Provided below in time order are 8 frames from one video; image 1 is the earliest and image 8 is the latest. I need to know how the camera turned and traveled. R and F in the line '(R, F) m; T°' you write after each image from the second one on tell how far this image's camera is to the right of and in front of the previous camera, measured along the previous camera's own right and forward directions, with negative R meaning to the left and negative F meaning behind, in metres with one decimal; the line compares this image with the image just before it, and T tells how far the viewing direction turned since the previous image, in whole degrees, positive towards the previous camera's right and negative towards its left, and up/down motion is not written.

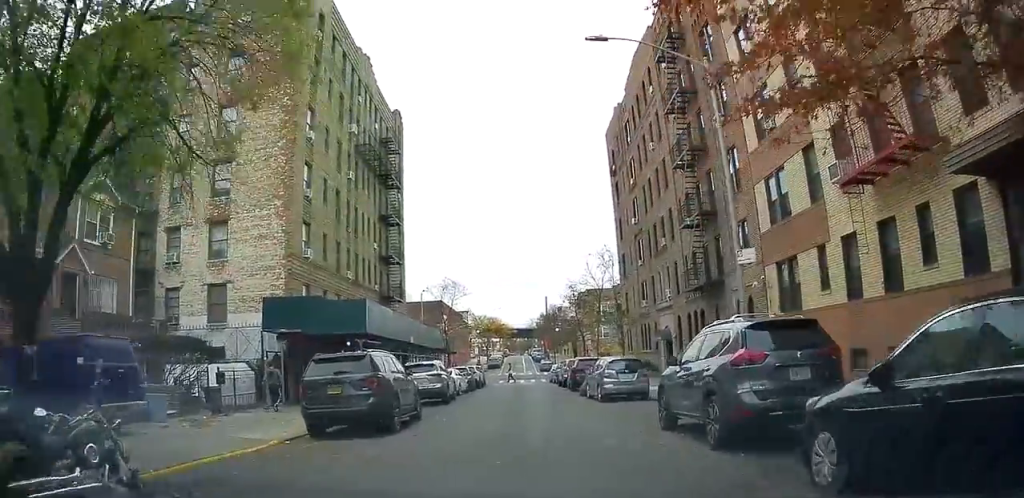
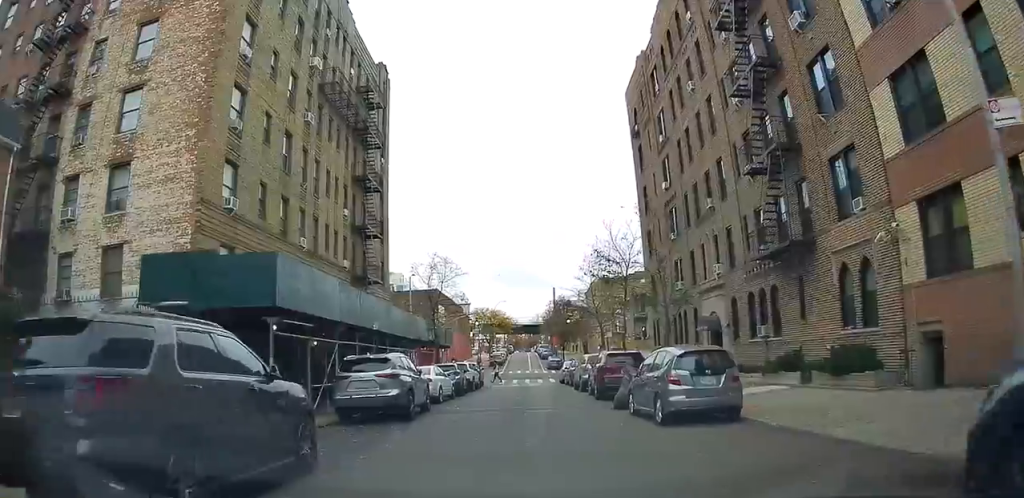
(-0.2, +8.2) m; 0°
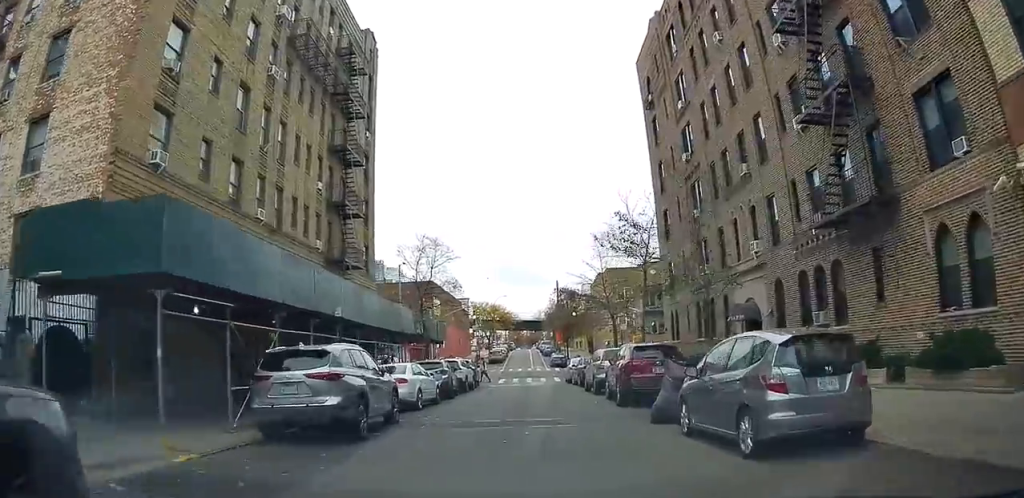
(0.0, +4.5) m; +1°
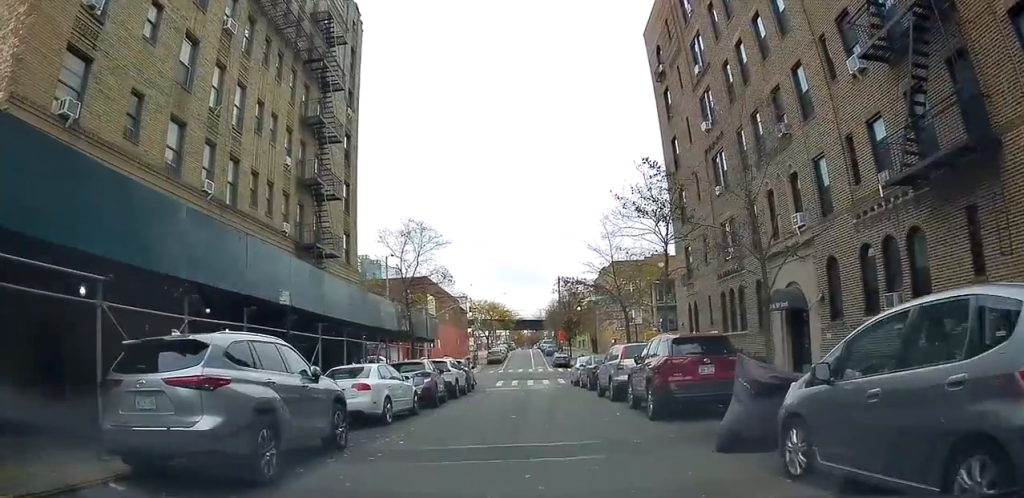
(+0.1, +3.9) m; +2°
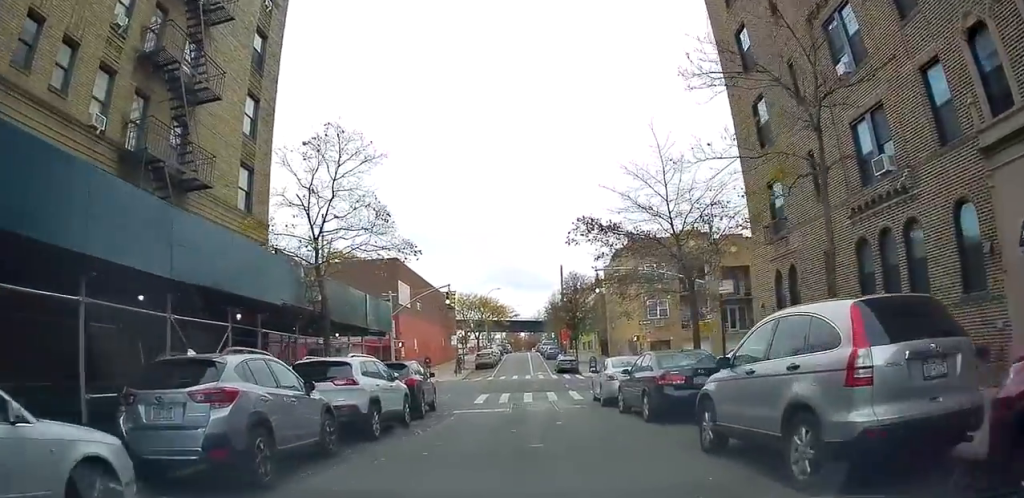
(+0.2, +11.1) m; -2°
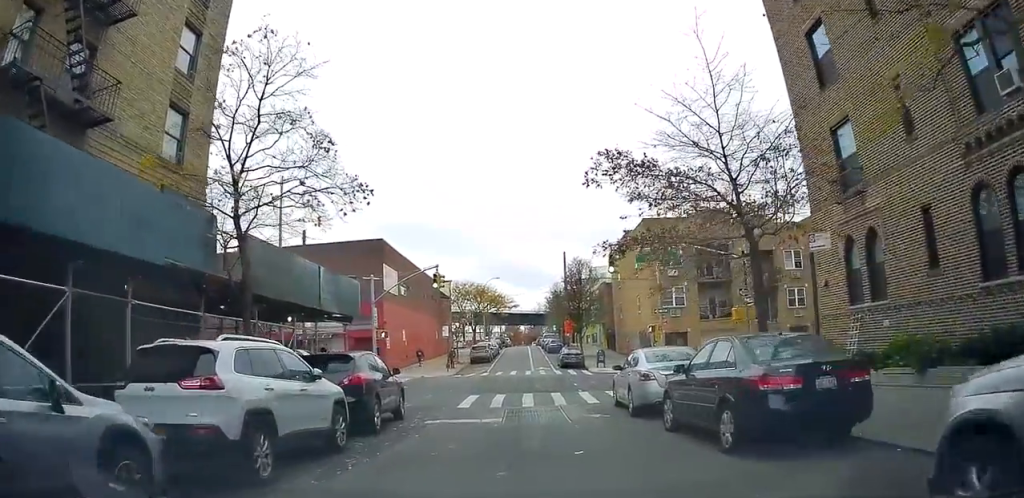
(-0.2, +4.2) m; -3°
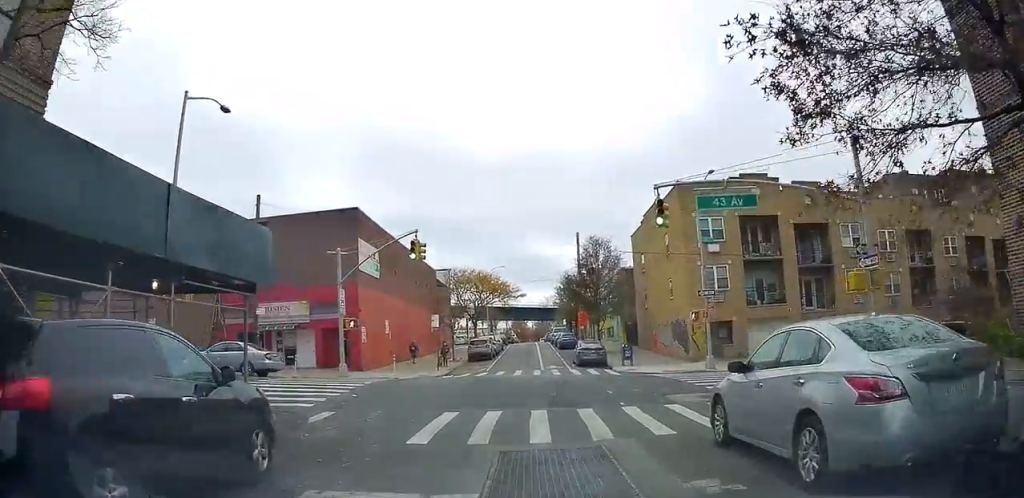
(-0.2, +7.4) m; -5°
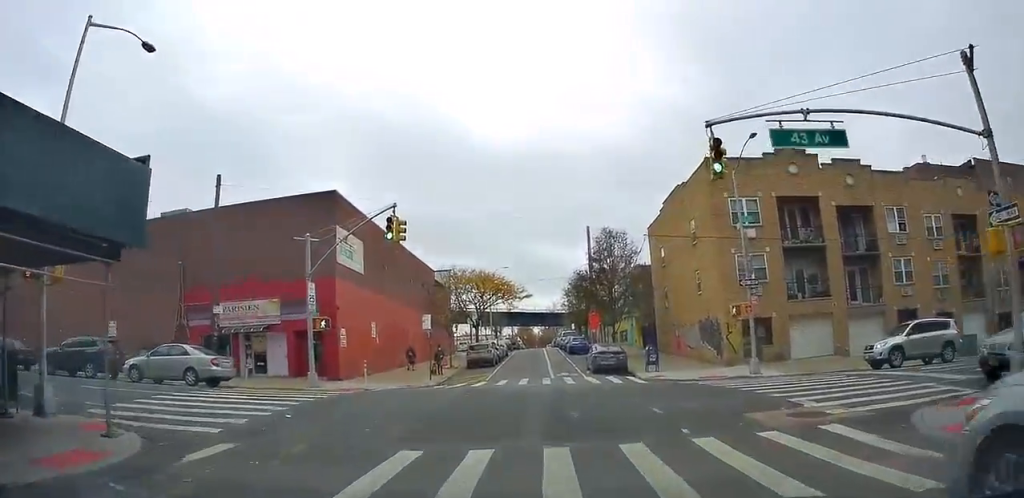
(-0.3, +5.3) m; -3°
